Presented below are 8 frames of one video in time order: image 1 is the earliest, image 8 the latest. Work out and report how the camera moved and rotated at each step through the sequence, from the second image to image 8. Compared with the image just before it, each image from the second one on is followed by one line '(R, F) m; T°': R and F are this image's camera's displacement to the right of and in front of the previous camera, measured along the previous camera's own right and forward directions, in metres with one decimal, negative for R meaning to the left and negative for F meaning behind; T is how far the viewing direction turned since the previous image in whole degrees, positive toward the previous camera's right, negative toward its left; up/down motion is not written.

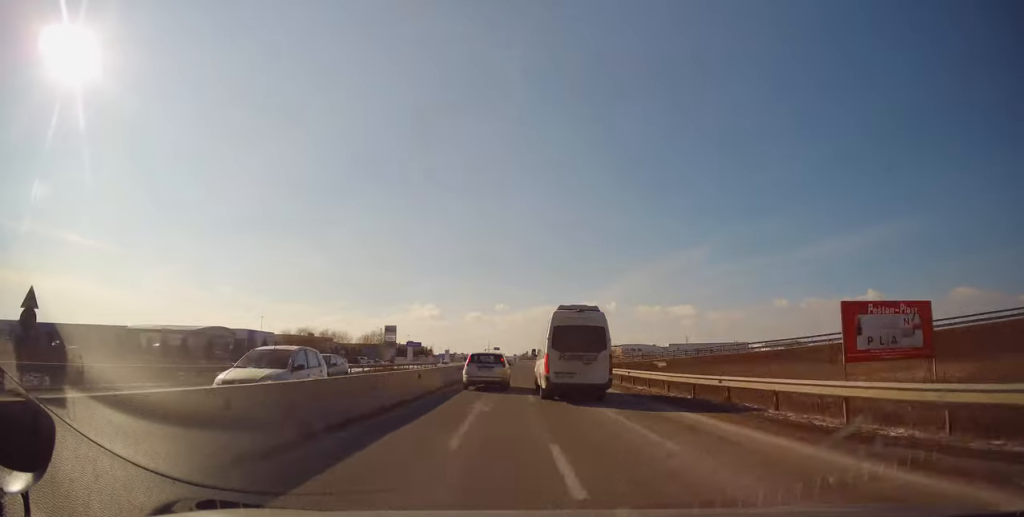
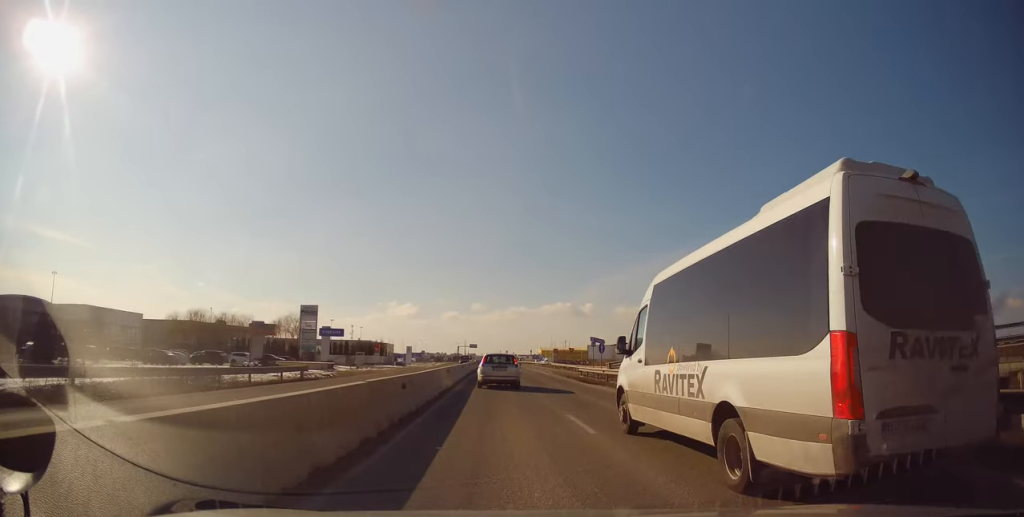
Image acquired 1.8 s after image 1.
(+1.2, +53.8) m; +2°
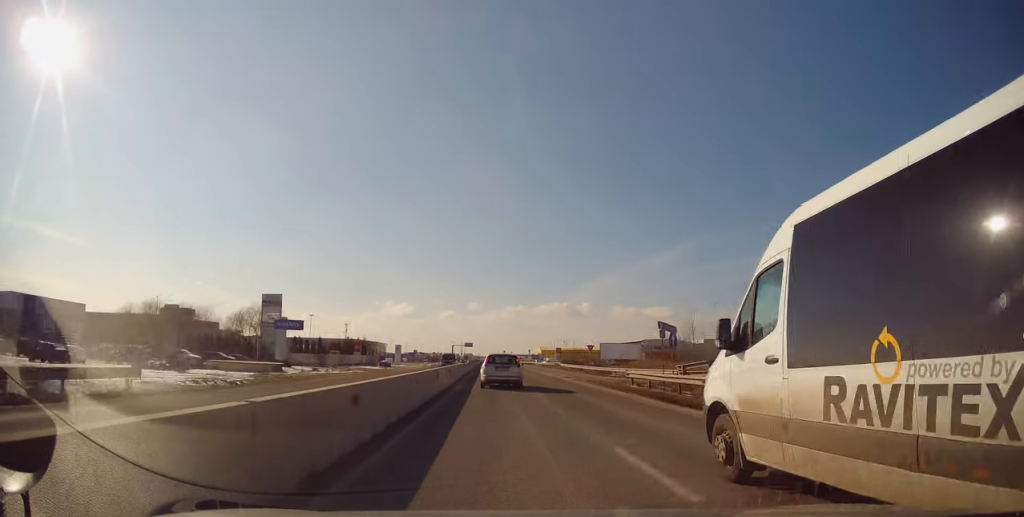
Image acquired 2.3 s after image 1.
(-0.1, +16.2) m; 0°
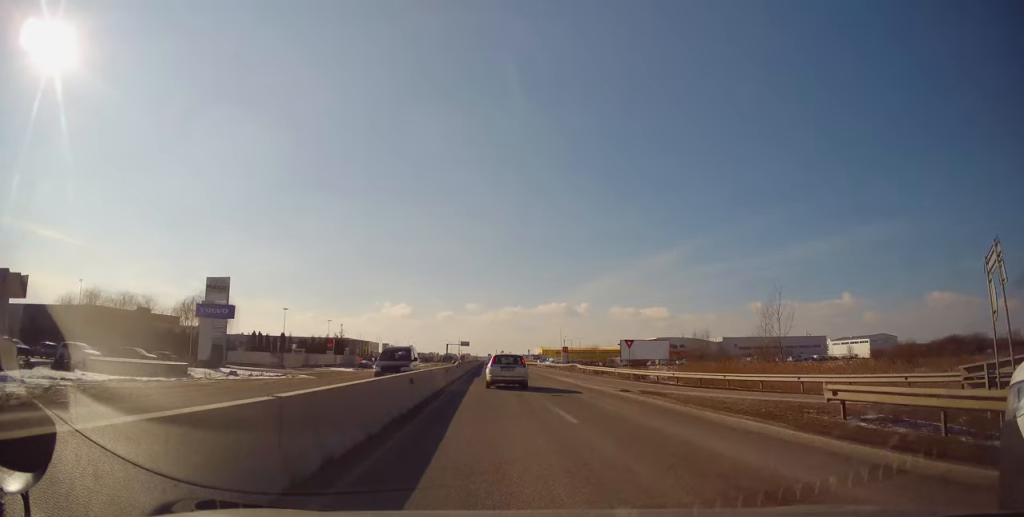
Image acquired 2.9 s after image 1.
(-0.3, +17.3) m; 0°
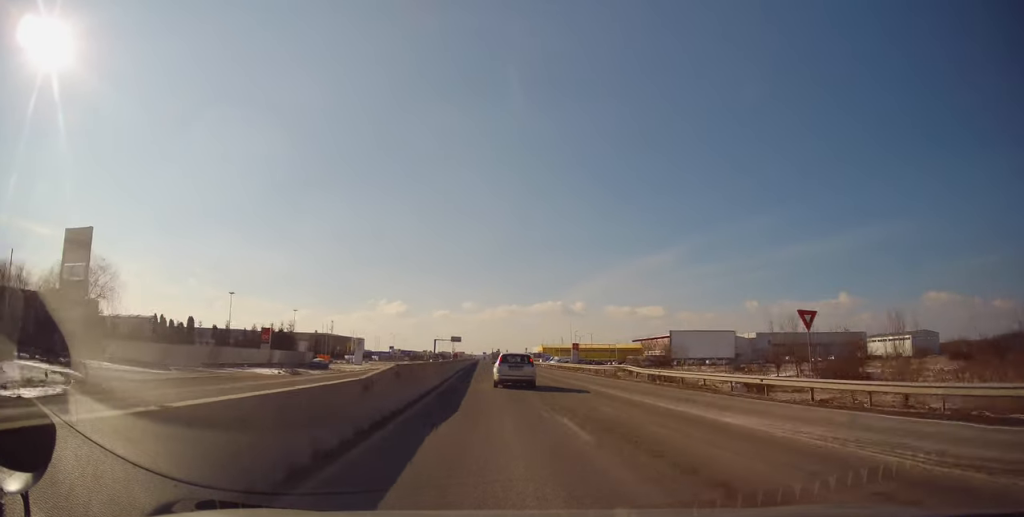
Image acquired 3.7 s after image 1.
(+0.4, +25.7) m; +2°
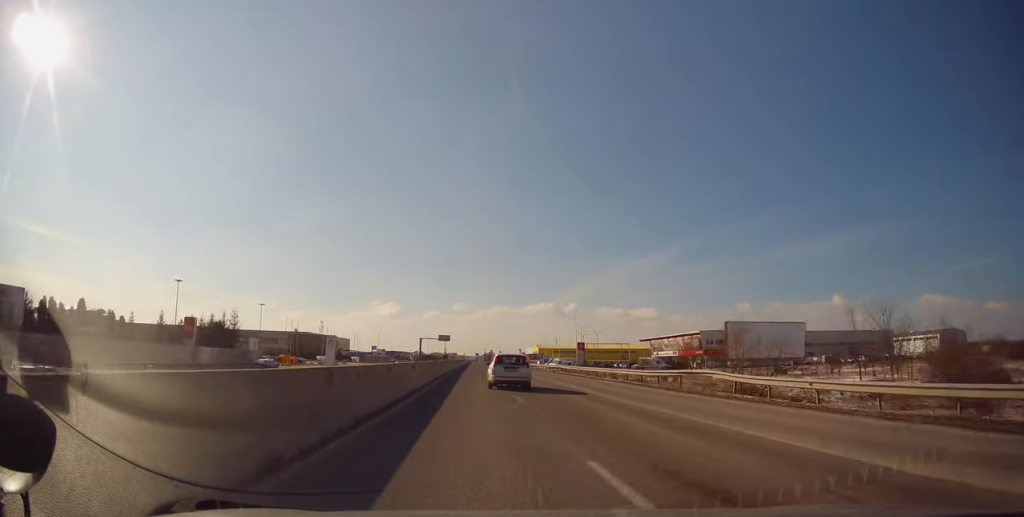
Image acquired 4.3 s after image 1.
(+0.2, +16.5) m; +1°
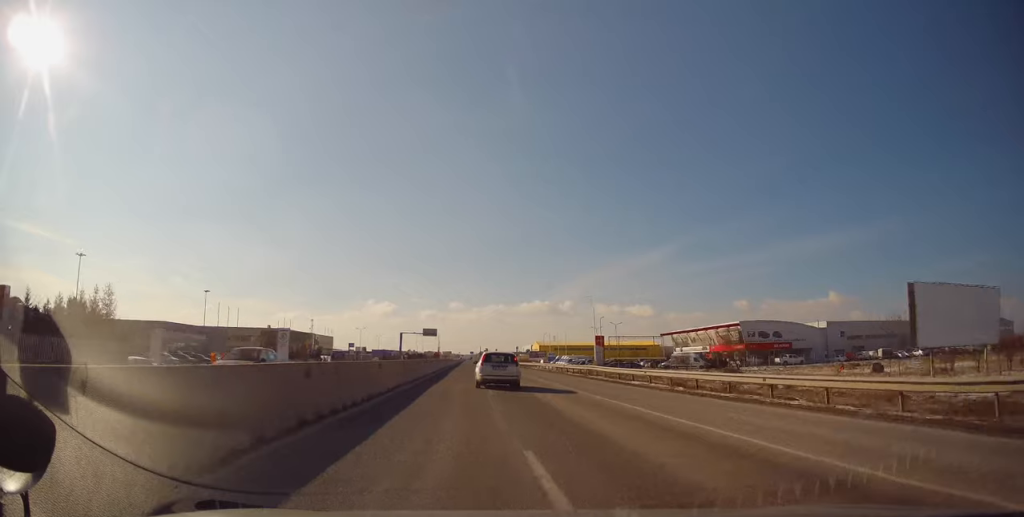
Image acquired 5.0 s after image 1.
(+0.4, +22.7) m; 0°
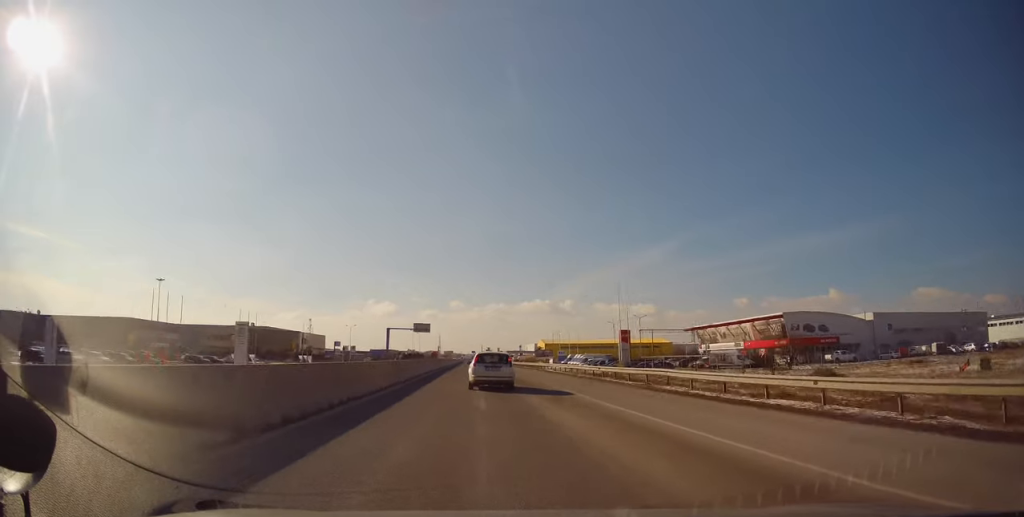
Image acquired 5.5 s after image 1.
(-0.3, +15.3) m; -1°
